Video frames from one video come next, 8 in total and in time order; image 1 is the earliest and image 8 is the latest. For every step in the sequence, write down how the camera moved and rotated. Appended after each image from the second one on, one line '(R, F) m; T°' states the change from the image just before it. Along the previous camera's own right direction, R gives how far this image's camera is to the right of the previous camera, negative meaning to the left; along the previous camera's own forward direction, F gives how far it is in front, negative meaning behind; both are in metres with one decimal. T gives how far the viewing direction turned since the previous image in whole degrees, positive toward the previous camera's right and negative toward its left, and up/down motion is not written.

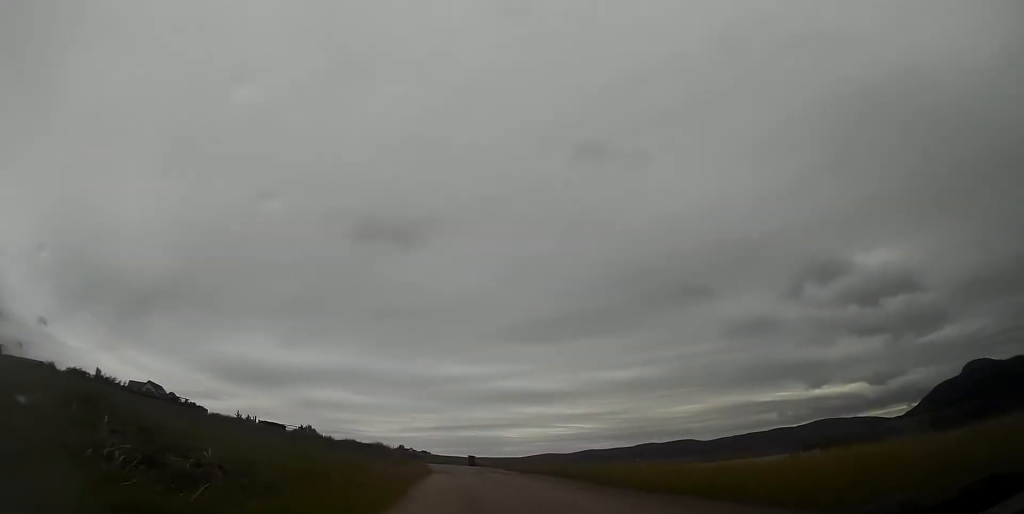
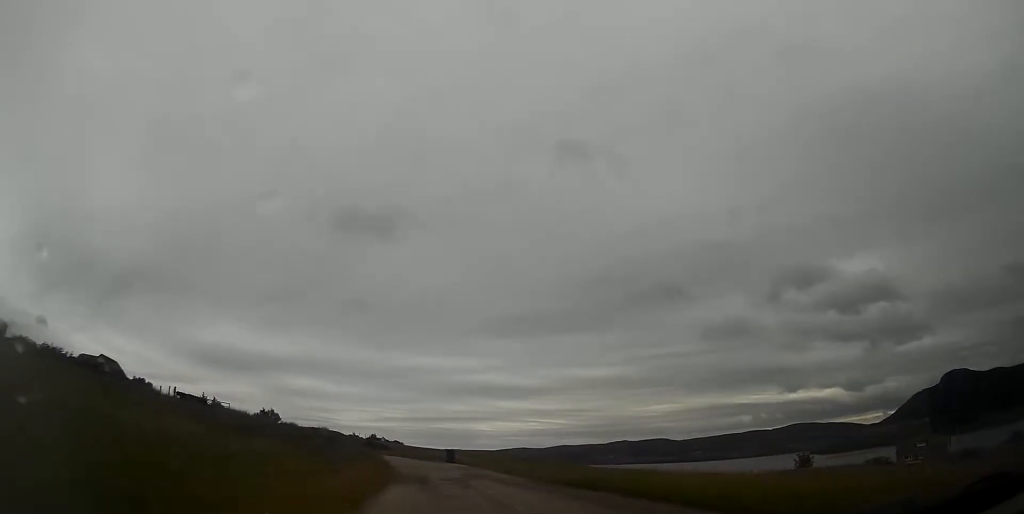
(+0.4, +13.3) m; +2°
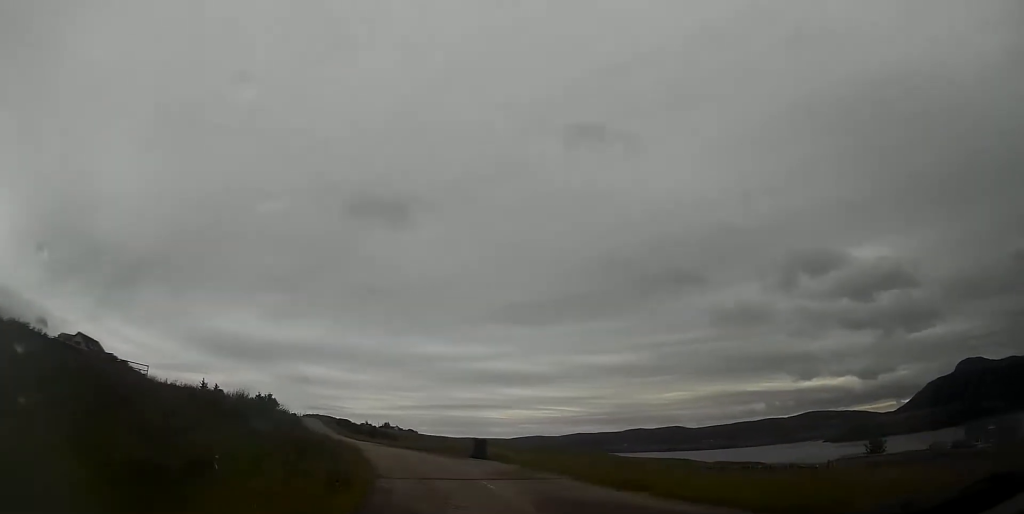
(-0.1, +16.7) m; -3°
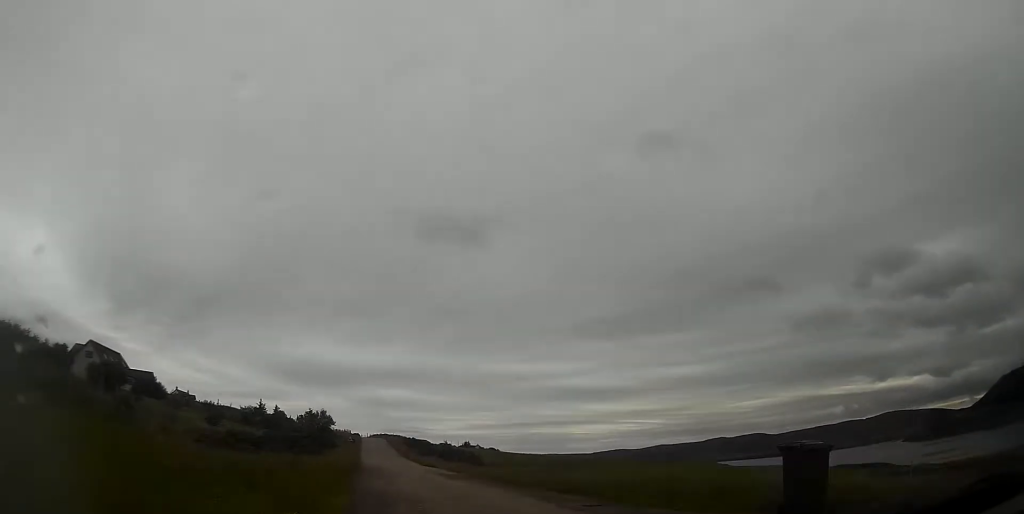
(-2.3, +23.2) m; -11°
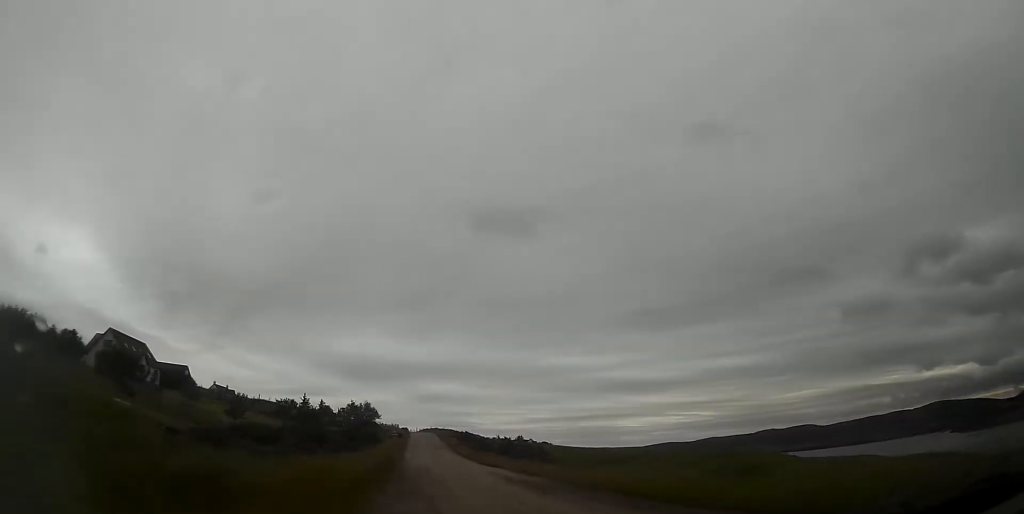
(-0.4, +10.4) m; -3°
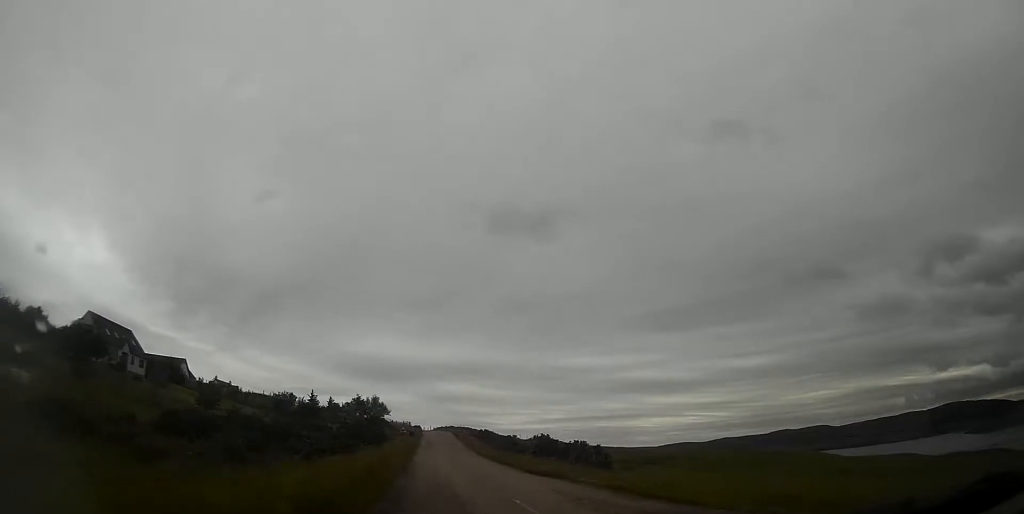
(-0.2, +12.0) m; -1°
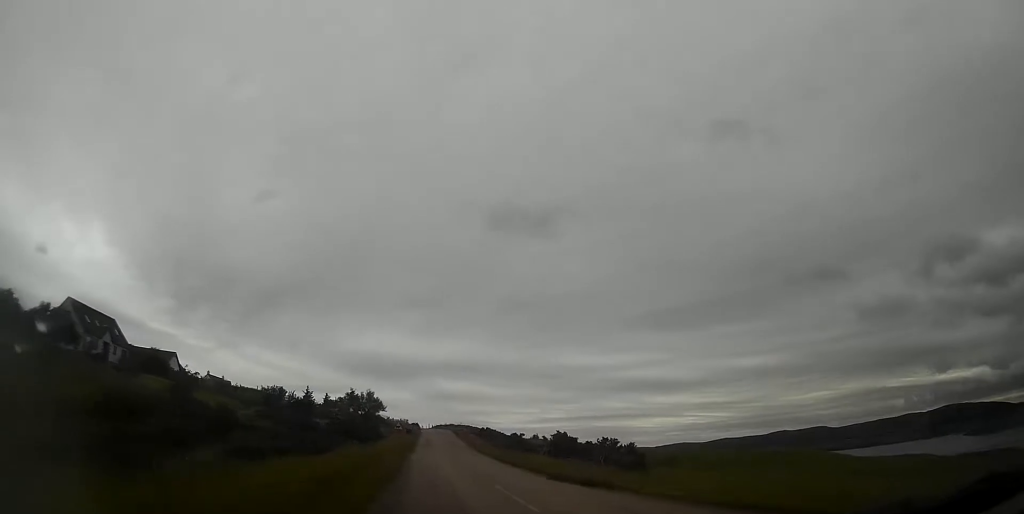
(0.0, +6.1) m; 0°
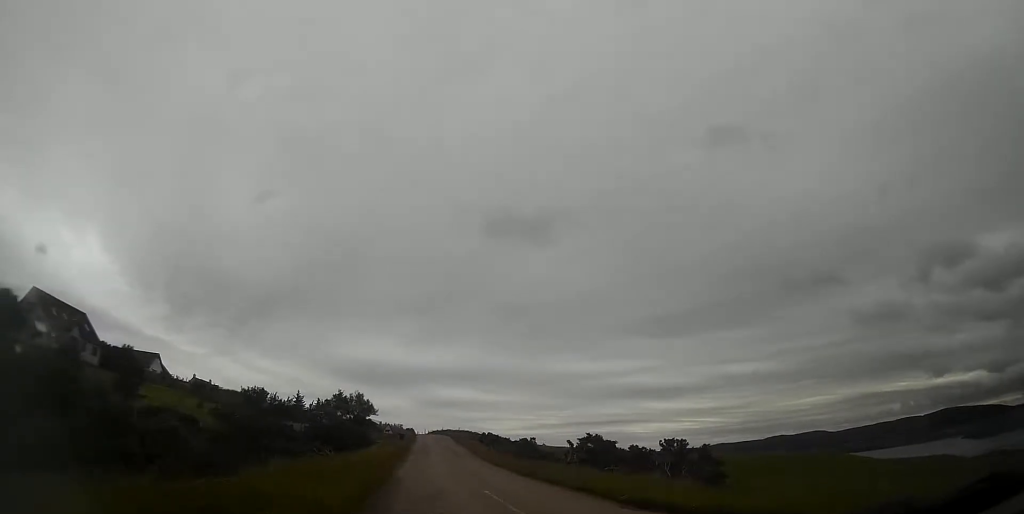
(0.0, +8.6) m; 0°
